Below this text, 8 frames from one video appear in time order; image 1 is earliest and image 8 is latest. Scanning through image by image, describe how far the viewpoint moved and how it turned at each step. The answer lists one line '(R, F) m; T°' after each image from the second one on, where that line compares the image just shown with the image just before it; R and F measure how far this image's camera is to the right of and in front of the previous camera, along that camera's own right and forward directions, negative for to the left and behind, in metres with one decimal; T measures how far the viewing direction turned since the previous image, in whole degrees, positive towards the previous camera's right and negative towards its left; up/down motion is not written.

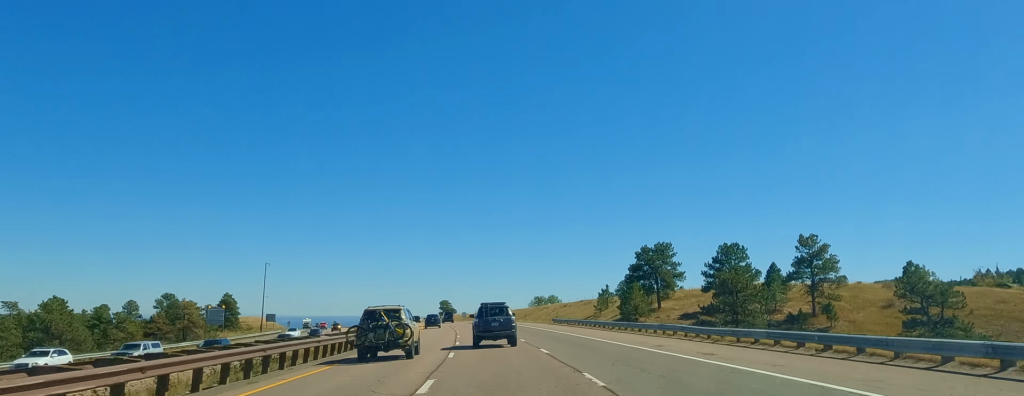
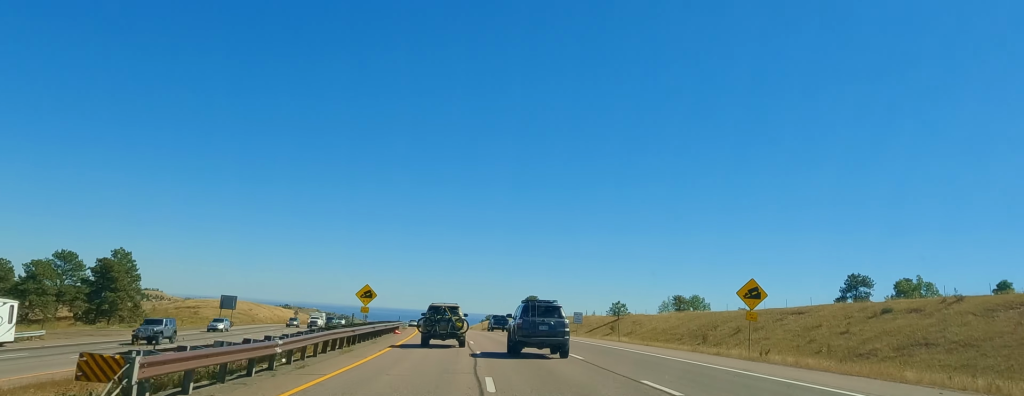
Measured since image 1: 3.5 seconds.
(-8.3, +121.8) m; -8°
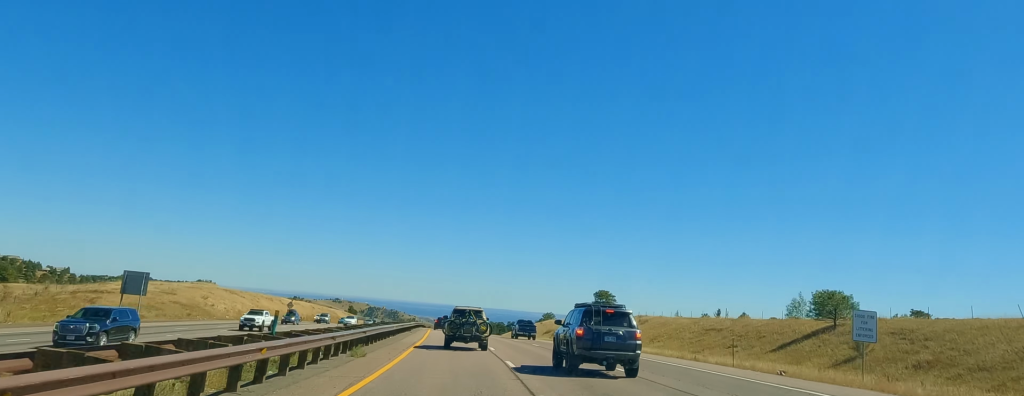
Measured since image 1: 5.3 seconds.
(-2.5, +62.7) m; -2°
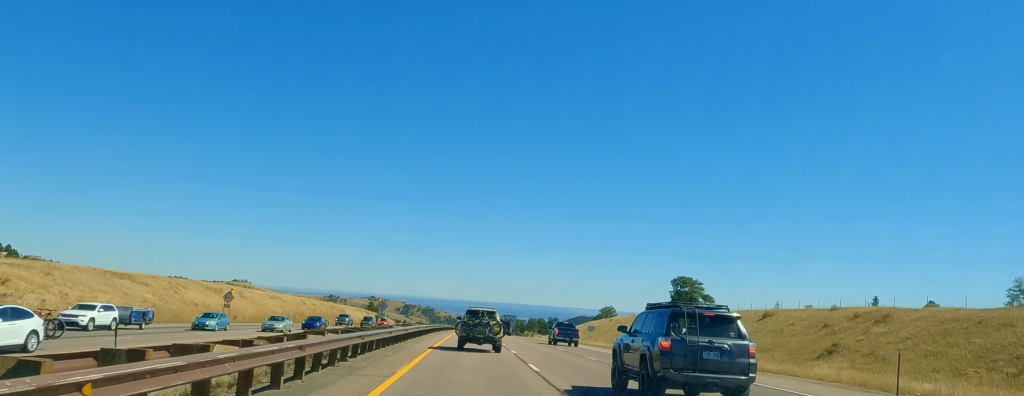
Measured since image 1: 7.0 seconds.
(+0.3, +59.9) m; -1°
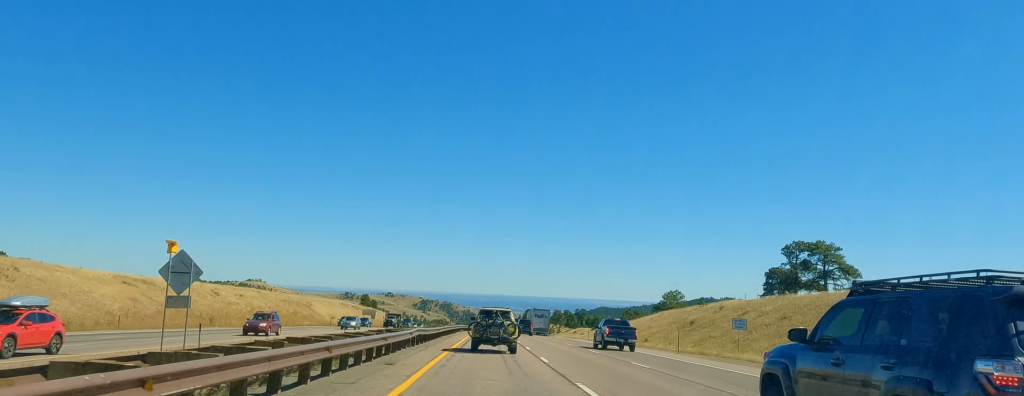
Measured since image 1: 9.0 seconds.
(-1.5, +66.0) m; -1°
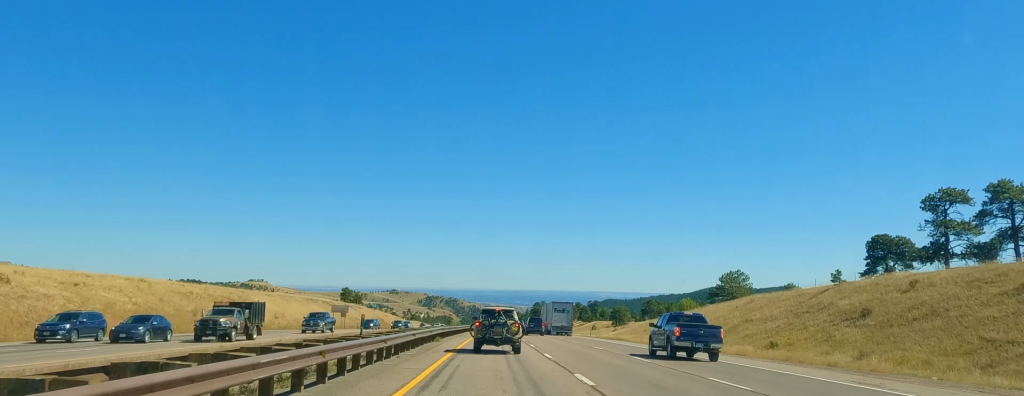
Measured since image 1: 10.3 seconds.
(+0.1, +44.8) m; +1°
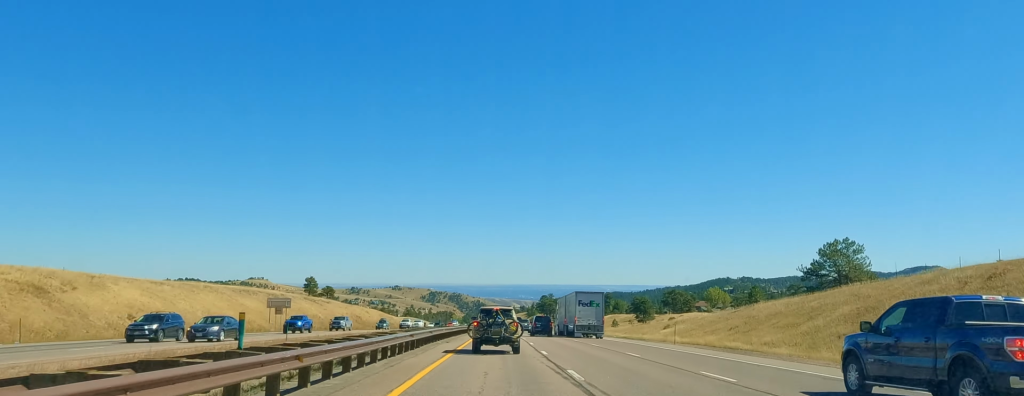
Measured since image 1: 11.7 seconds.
(+0.3, +45.5) m; +1°
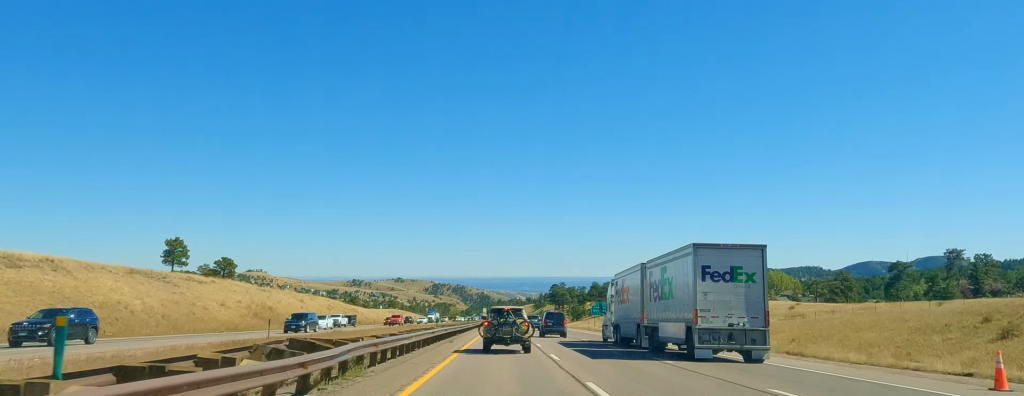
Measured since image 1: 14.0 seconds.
(+0.6, +76.6) m; -1°
